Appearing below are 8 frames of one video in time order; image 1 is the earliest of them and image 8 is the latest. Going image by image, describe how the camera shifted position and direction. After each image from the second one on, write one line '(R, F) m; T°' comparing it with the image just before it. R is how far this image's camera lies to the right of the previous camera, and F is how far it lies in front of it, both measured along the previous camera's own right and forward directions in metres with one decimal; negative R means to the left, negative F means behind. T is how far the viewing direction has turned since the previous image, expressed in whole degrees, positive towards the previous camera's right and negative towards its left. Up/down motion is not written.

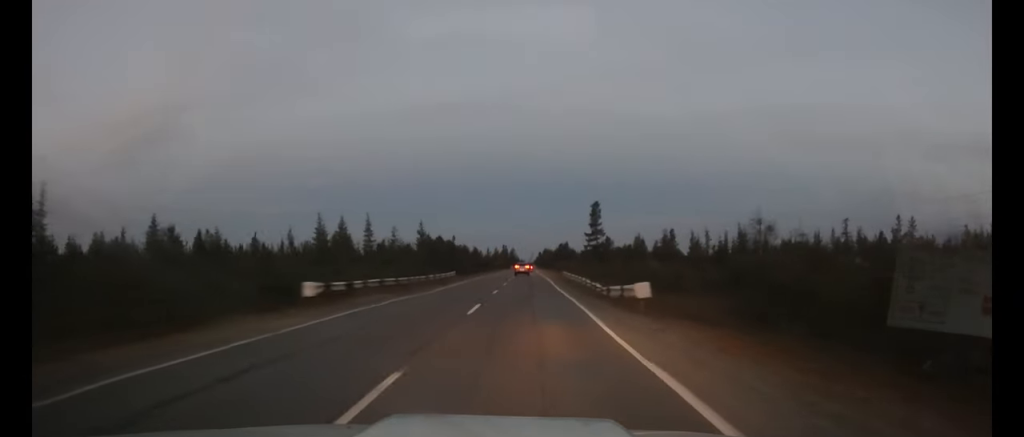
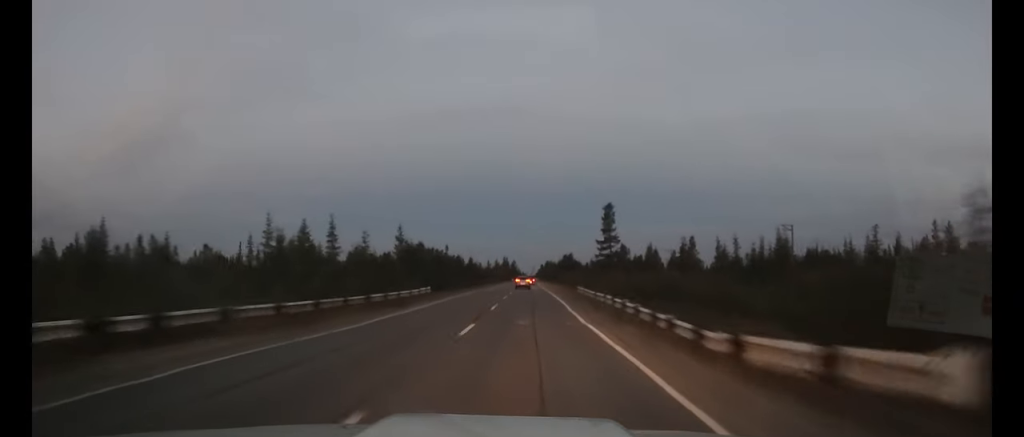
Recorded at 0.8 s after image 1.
(0.0, +14.5) m; 0°
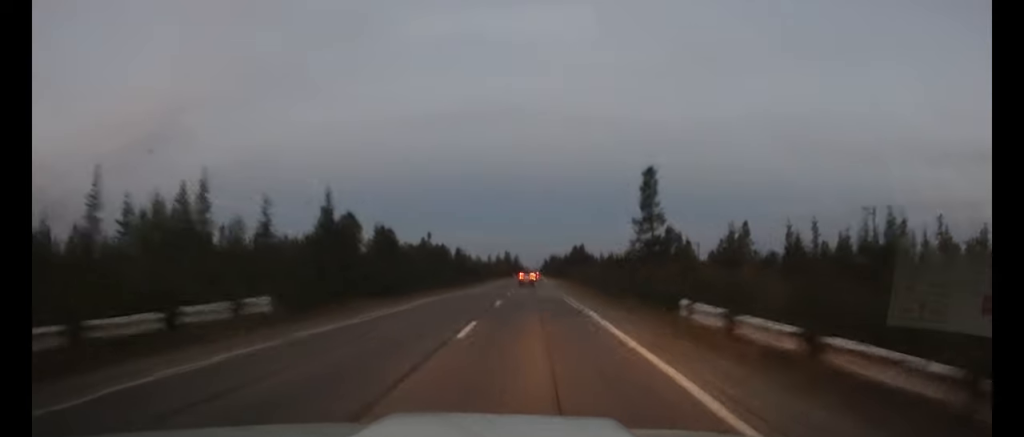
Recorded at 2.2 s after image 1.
(-0.1, +26.1) m; 0°
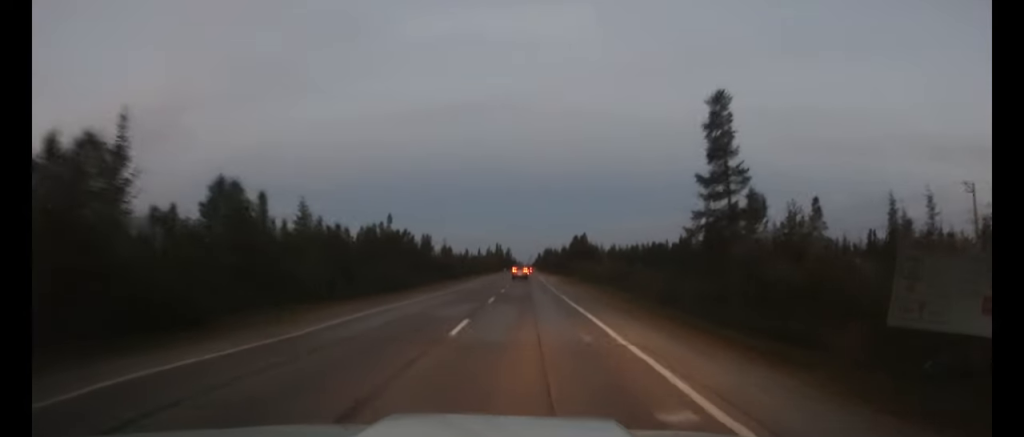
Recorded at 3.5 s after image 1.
(0.0, +24.0) m; 0°
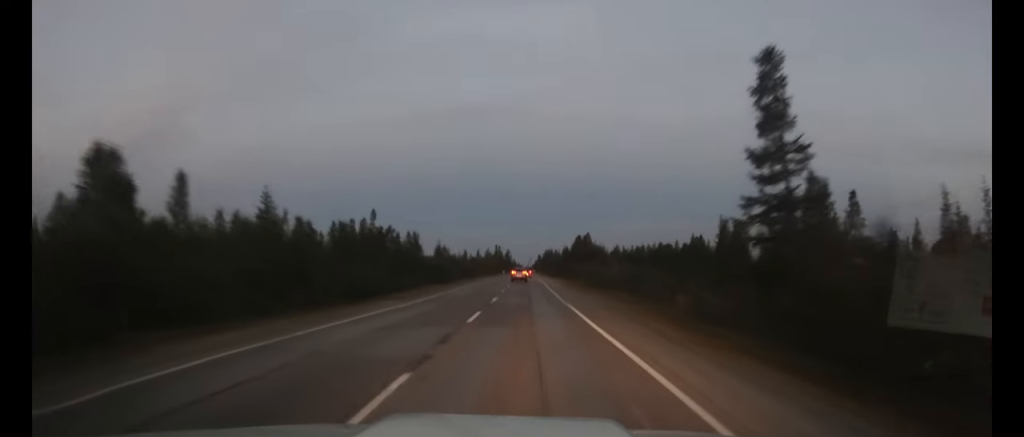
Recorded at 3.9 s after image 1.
(0.0, +7.9) m; 0°
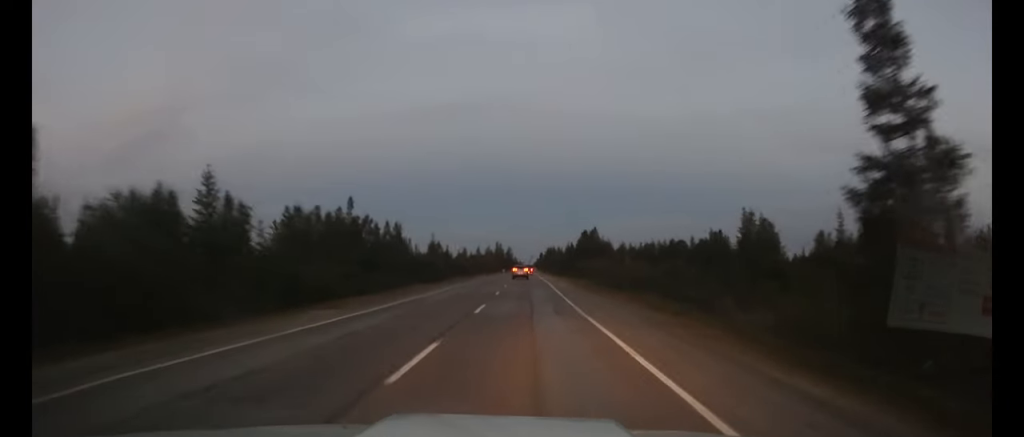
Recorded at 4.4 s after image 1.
(0.0, +9.7) m; 0°
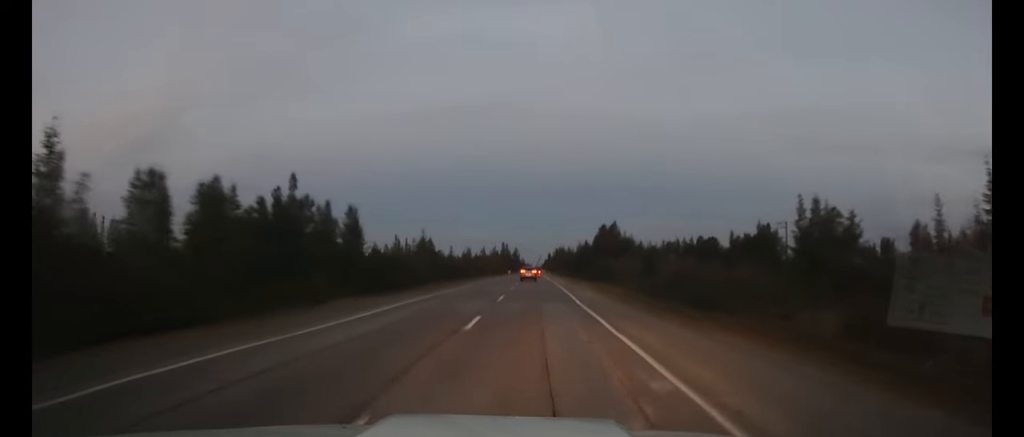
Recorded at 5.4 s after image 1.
(0.0, +16.9) m; 0°
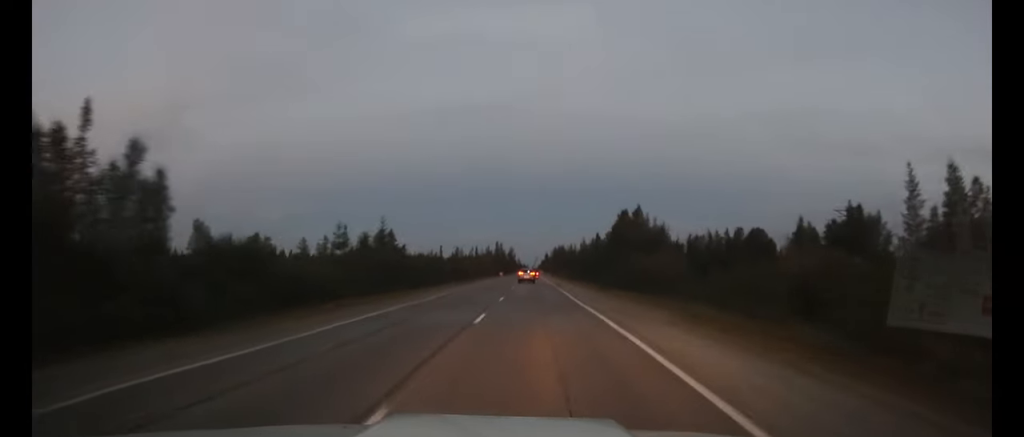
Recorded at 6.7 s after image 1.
(-0.1, +24.1) m; 0°
